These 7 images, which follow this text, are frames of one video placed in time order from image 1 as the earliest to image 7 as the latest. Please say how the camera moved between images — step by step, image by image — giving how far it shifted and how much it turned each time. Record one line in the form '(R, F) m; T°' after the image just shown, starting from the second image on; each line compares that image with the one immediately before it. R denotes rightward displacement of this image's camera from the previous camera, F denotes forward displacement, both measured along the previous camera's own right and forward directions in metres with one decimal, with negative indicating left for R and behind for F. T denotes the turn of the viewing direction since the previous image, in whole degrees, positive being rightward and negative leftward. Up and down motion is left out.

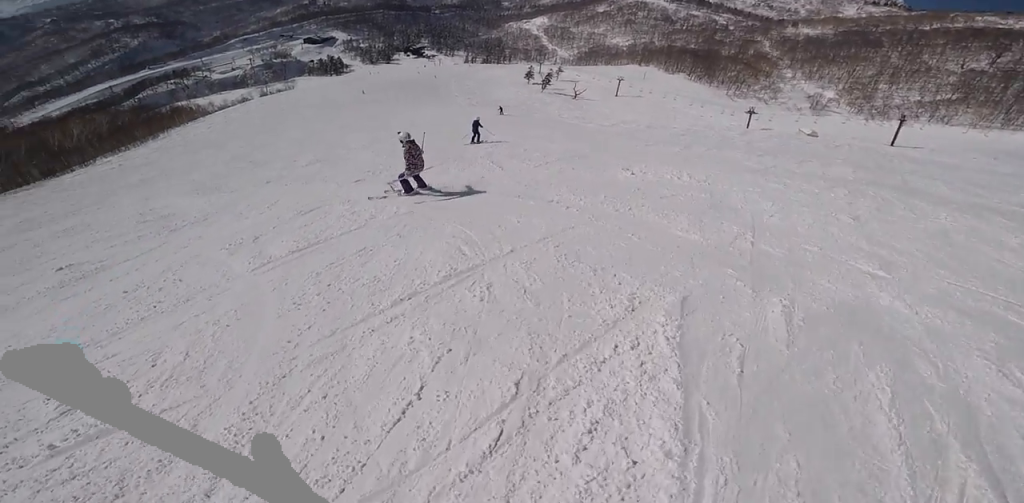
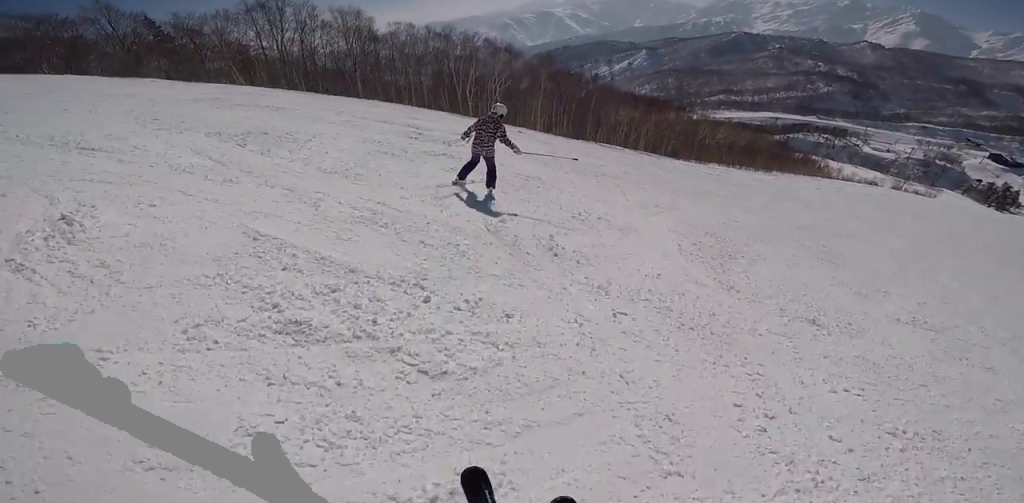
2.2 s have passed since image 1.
(-3.8, +7.6) m; -37°
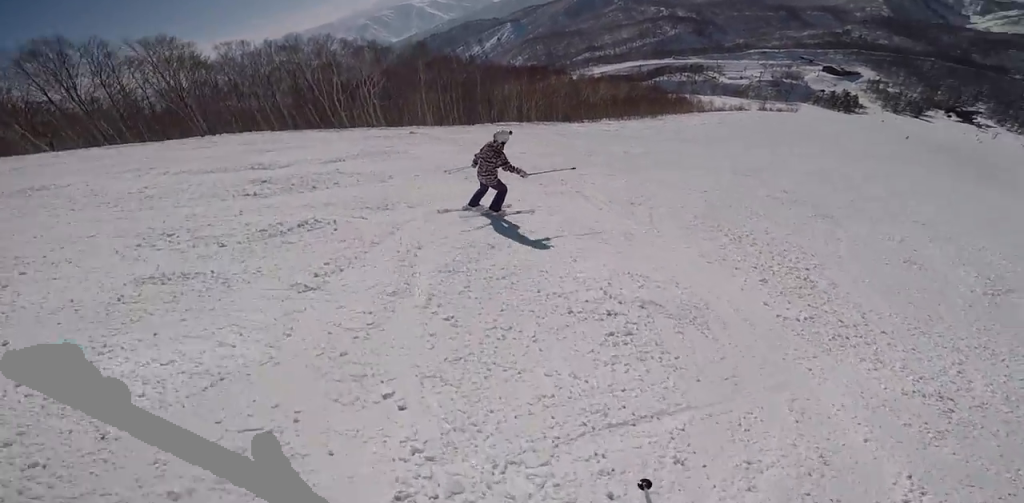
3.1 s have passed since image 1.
(0.0, +3.6) m; +16°
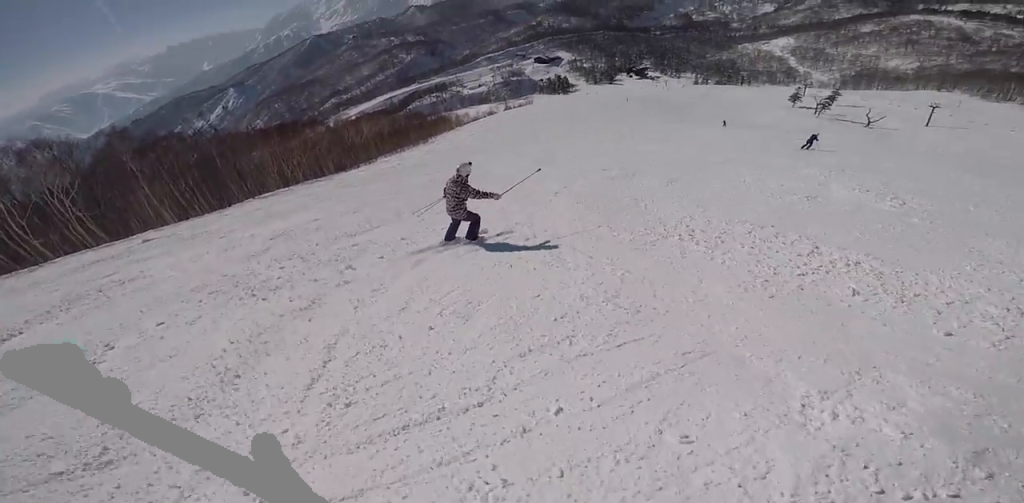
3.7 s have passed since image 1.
(+0.3, +2.7) m; +17°
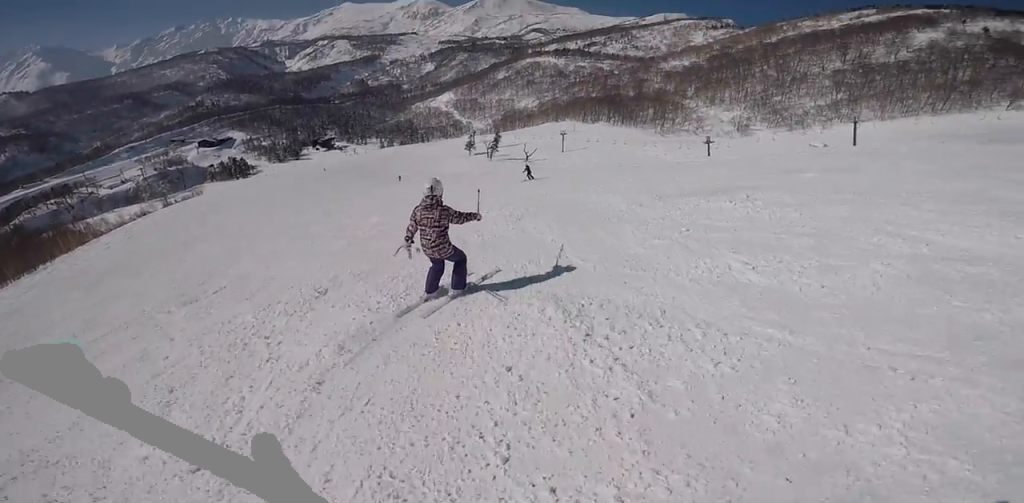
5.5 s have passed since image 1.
(+2.3, +7.6) m; +36°
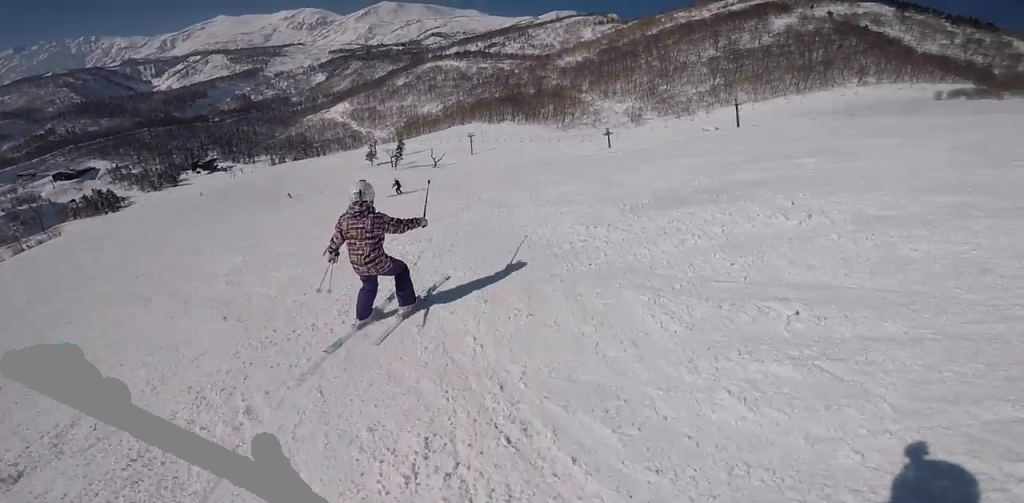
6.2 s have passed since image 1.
(+1.0, +3.1) m; +14°
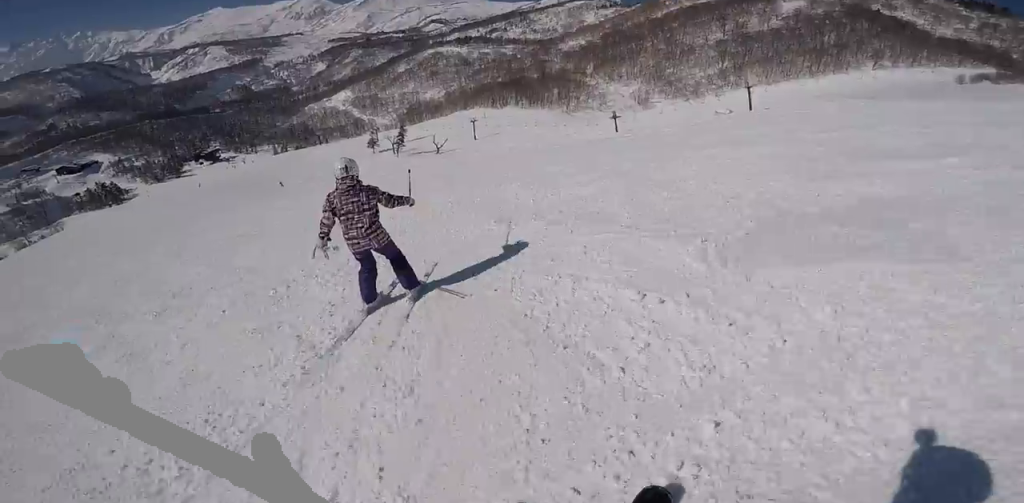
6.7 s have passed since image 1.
(+0.3, +2.7) m; -2°
